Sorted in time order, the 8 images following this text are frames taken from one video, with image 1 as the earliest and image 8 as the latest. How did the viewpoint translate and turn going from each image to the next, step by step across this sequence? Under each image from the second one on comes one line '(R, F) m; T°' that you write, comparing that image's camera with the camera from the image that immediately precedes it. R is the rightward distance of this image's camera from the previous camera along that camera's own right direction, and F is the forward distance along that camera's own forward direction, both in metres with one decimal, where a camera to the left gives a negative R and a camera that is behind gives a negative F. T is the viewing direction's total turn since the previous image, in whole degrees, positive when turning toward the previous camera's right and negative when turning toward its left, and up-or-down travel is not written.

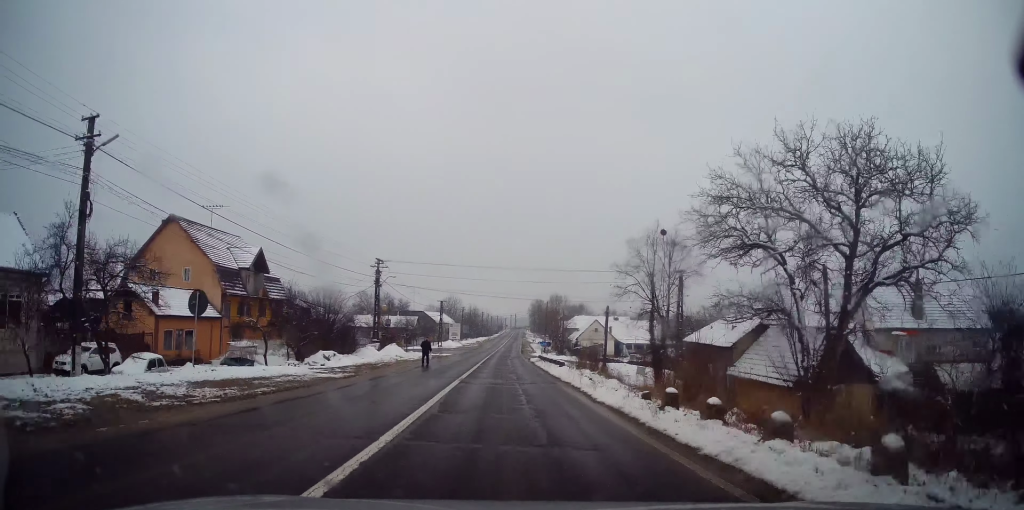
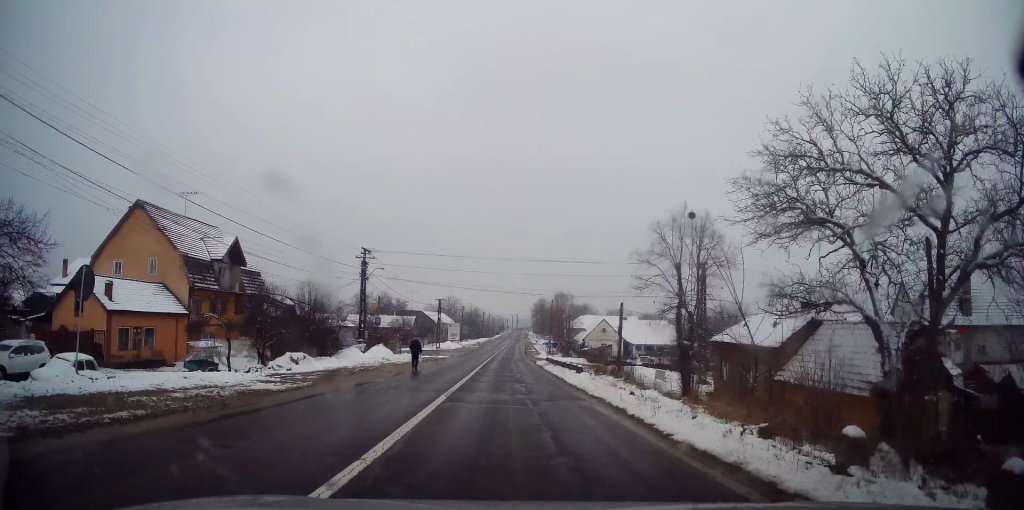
(0.0, +5.4) m; 0°
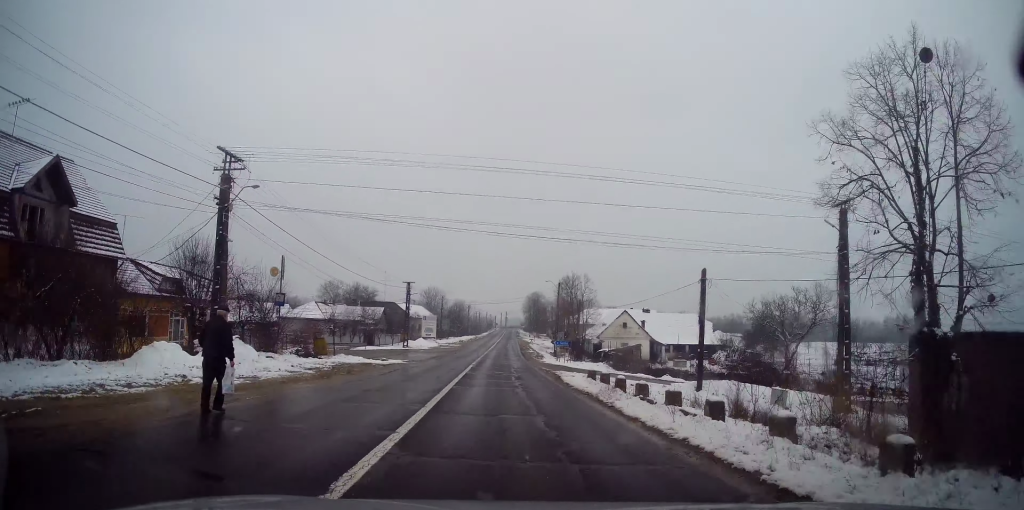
(+0.4, +20.3) m; +2°
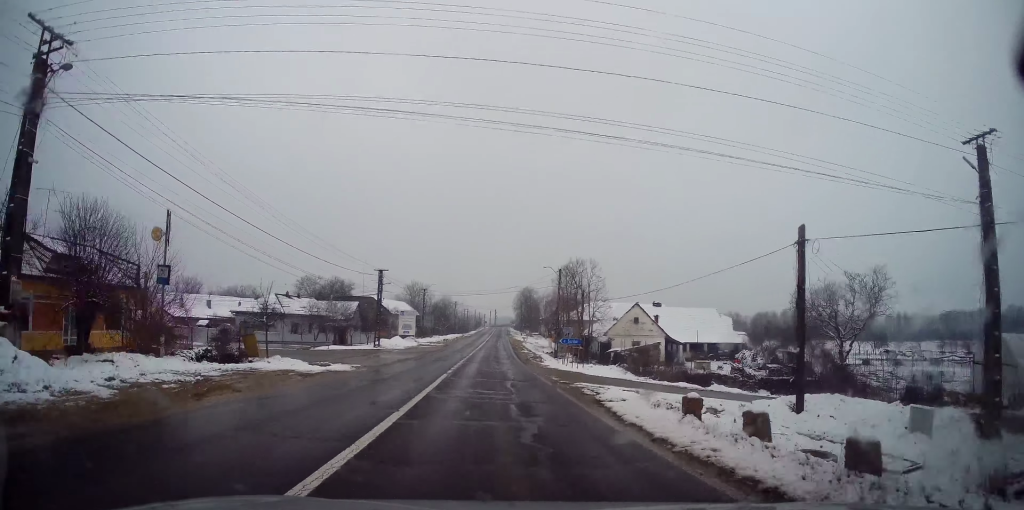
(+0.1, +9.3) m; +1°
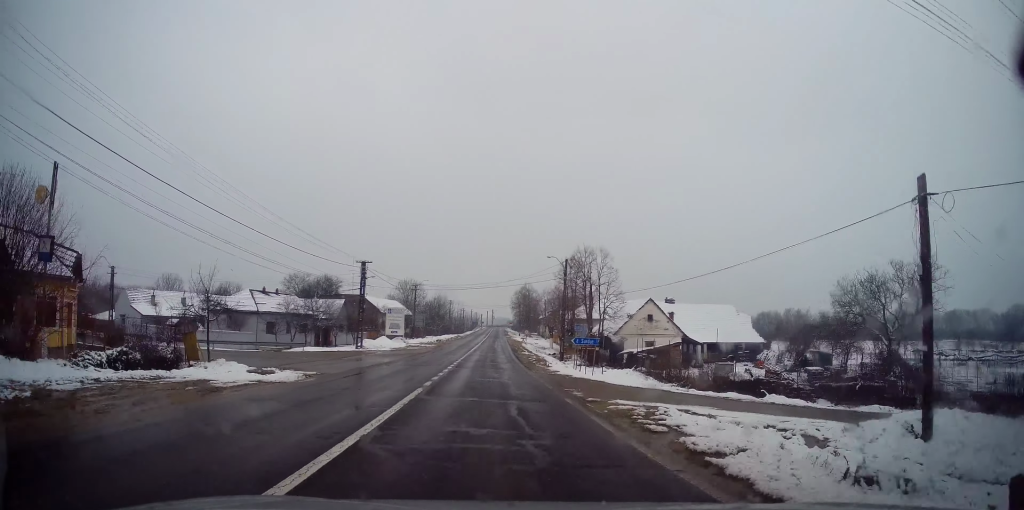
(+0.1, +5.9) m; 0°
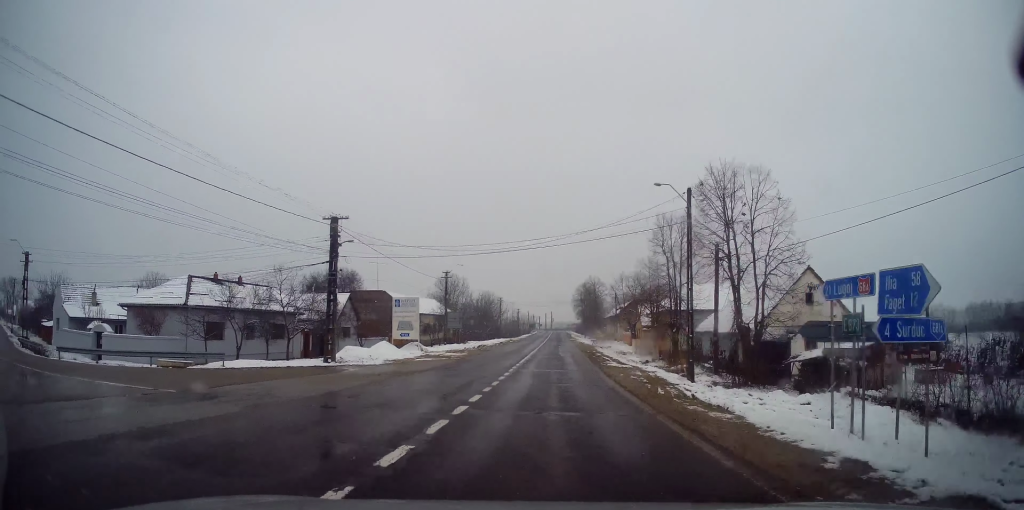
(-1.0, +19.9) m; -13°
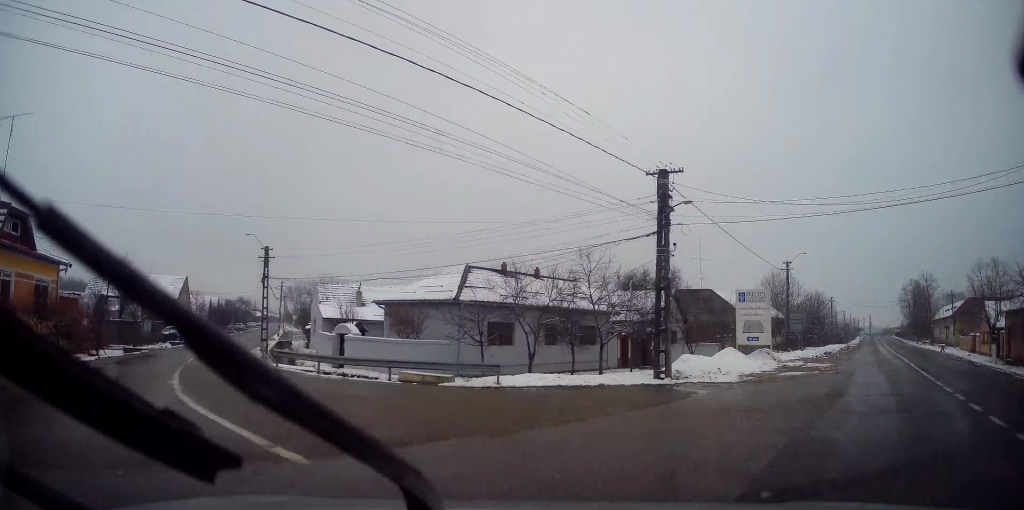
(-2.4, +9.2) m; -32°
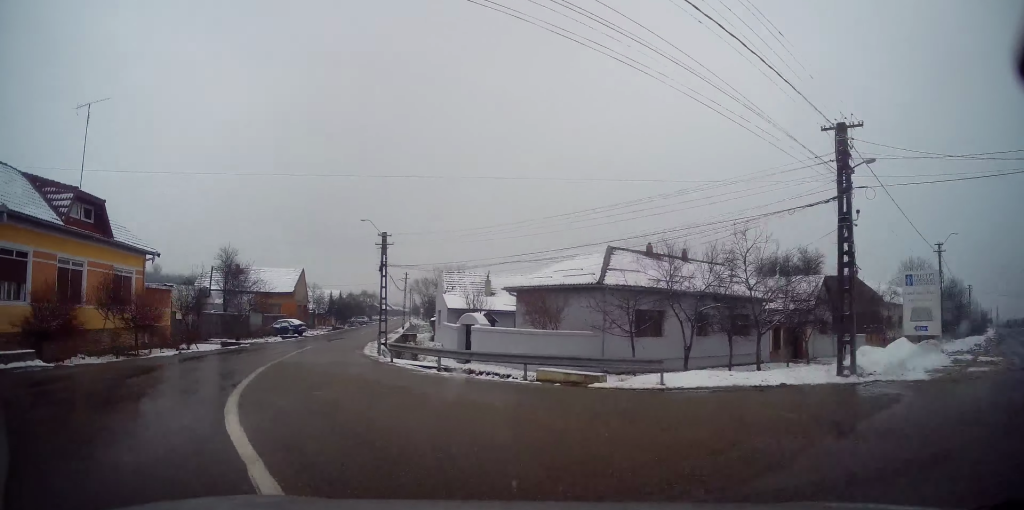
(-0.3, +3.6) m; -13°
